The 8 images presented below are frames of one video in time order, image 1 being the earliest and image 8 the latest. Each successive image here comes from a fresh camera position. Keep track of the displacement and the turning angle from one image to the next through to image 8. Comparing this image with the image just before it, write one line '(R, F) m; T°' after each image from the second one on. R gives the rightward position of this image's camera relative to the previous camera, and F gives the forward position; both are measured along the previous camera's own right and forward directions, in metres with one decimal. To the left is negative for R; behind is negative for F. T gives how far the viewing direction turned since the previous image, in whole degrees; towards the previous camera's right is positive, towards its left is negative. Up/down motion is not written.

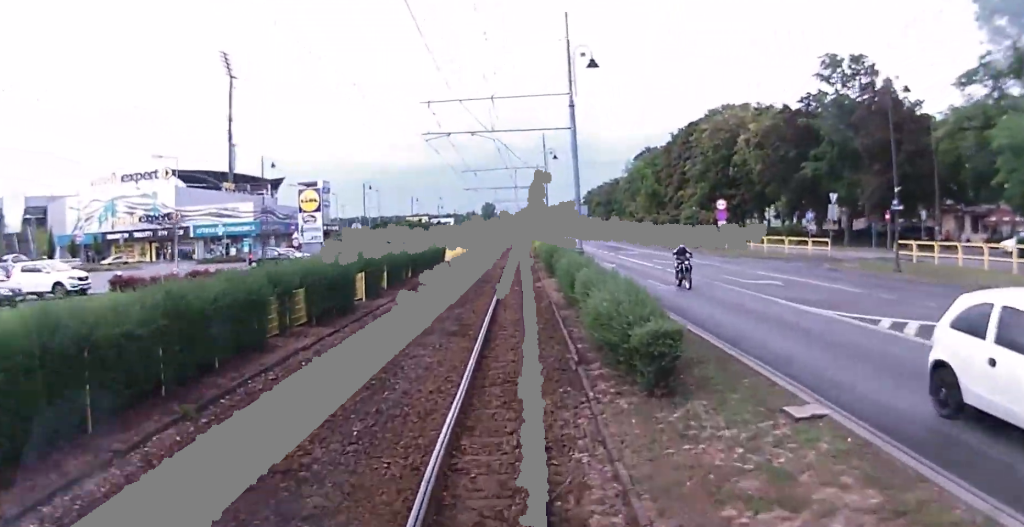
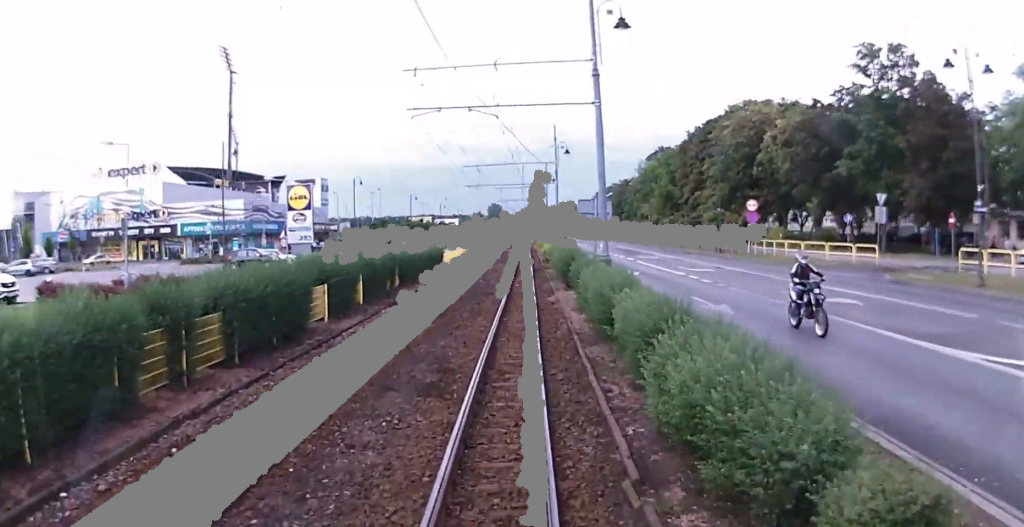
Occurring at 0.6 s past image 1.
(0.0, +5.5) m; 0°
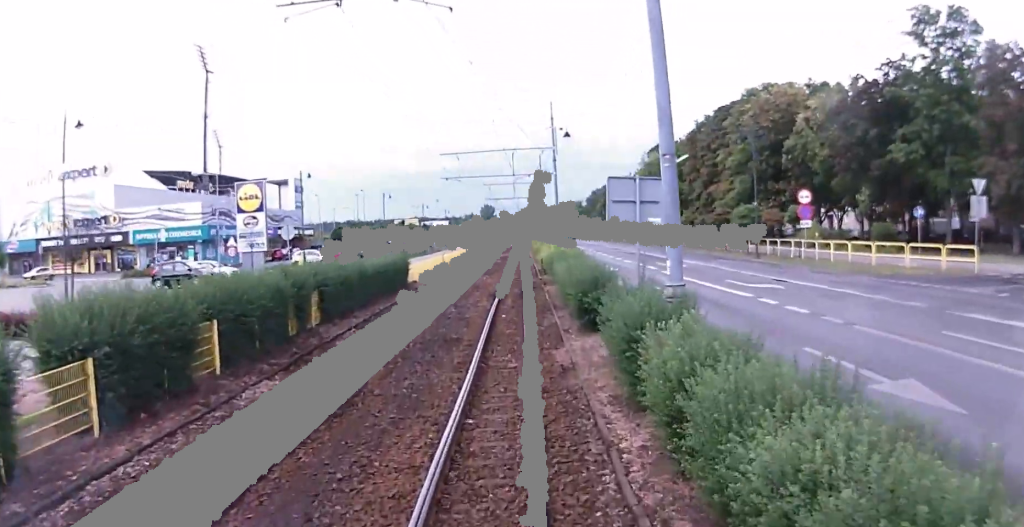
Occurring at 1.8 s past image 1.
(-0.1, +10.3) m; -1°
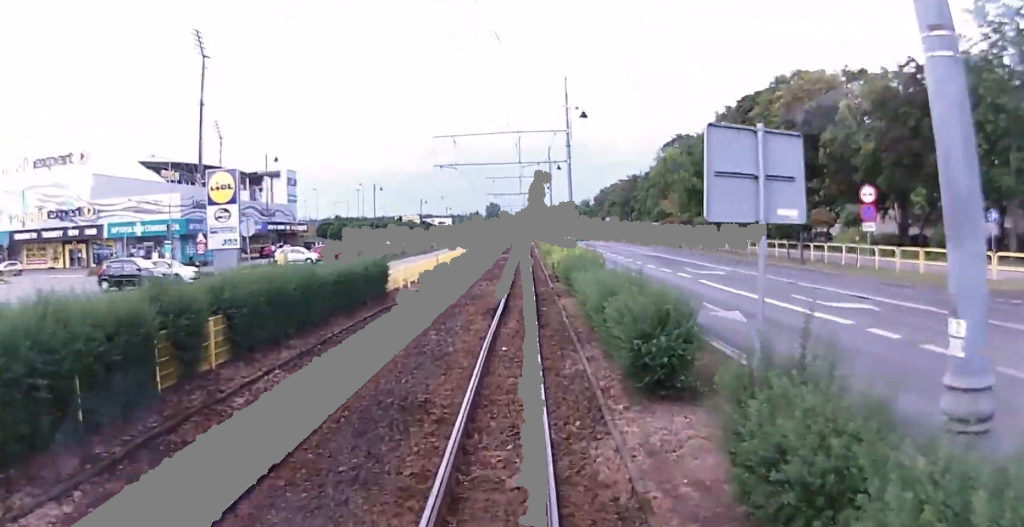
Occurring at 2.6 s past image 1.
(-0.1, +6.5) m; +1°
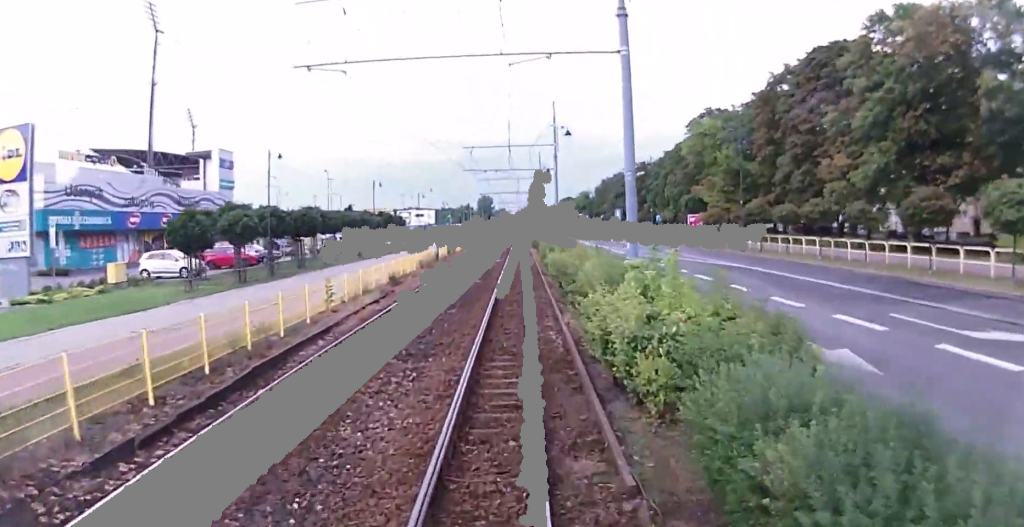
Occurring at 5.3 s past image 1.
(+0.3, +22.2) m; -3°
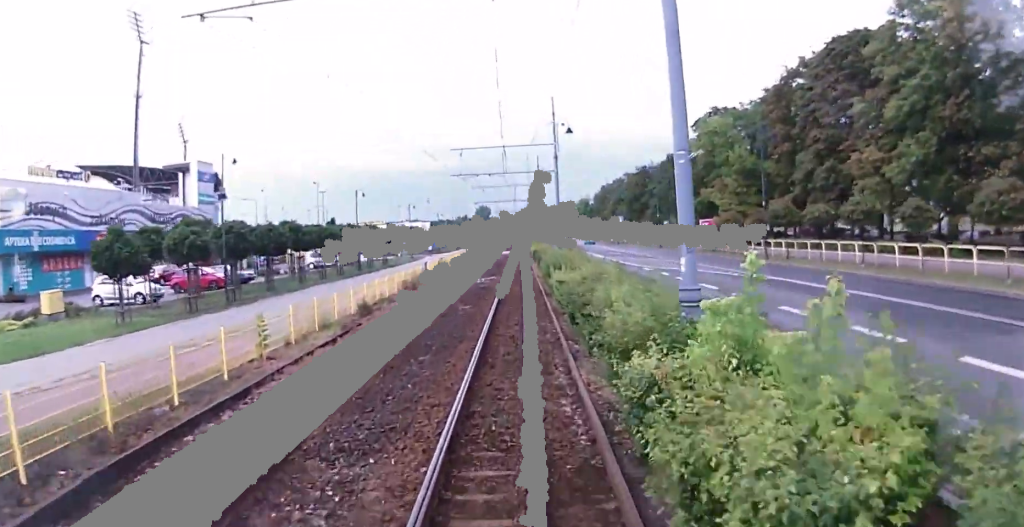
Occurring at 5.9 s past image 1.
(0.0, +5.3) m; 0°
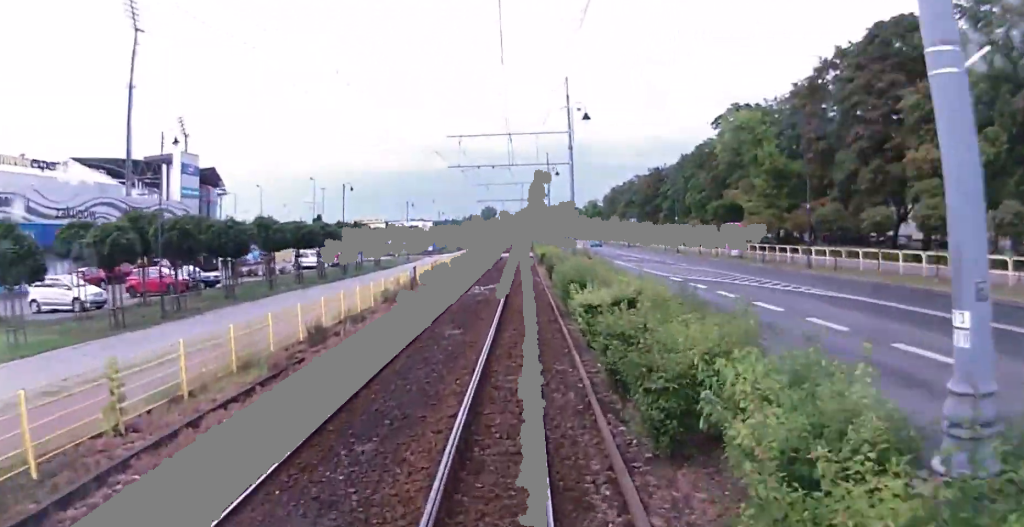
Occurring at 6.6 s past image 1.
(0.0, +6.1) m; +1°
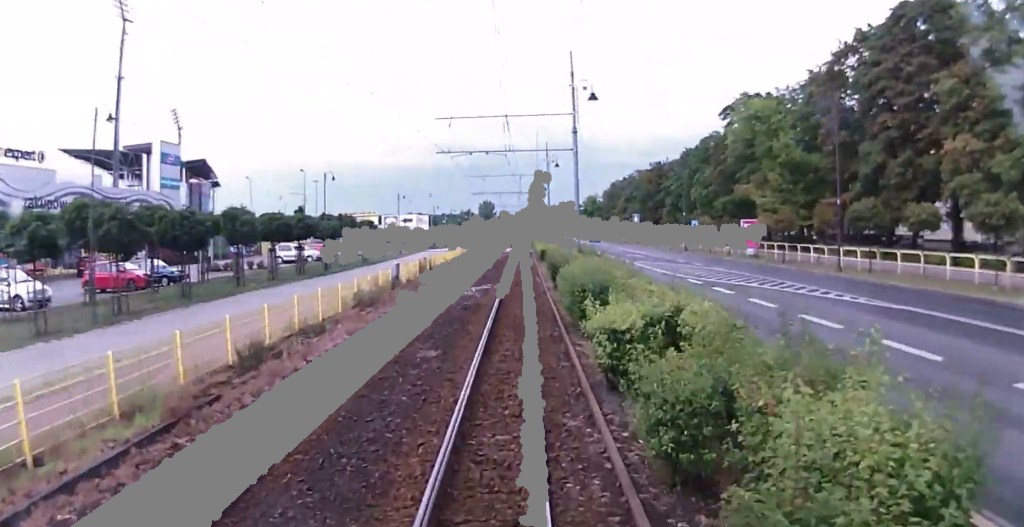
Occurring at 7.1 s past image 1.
(+0.1, +4.2) m; +1°
